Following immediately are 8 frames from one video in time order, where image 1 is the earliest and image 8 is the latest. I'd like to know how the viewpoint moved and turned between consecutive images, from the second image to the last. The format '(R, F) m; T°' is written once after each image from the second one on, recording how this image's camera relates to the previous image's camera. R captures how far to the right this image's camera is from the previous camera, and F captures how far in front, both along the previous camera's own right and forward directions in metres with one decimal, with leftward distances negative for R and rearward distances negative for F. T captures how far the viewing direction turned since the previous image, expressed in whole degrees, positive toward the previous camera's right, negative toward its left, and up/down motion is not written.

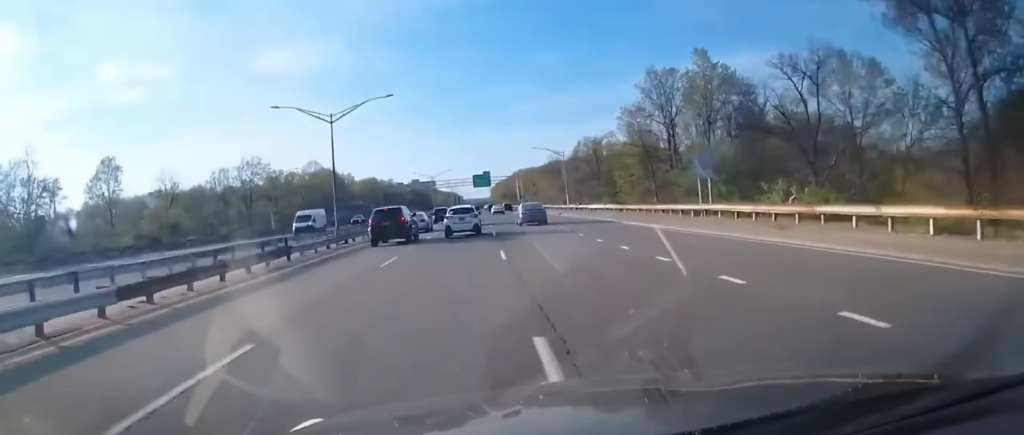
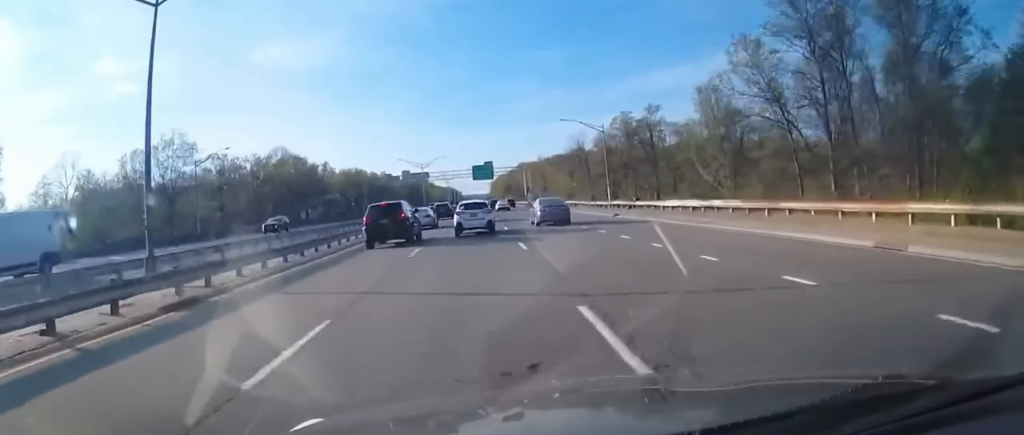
(+0.3, +23.7) m; 0°
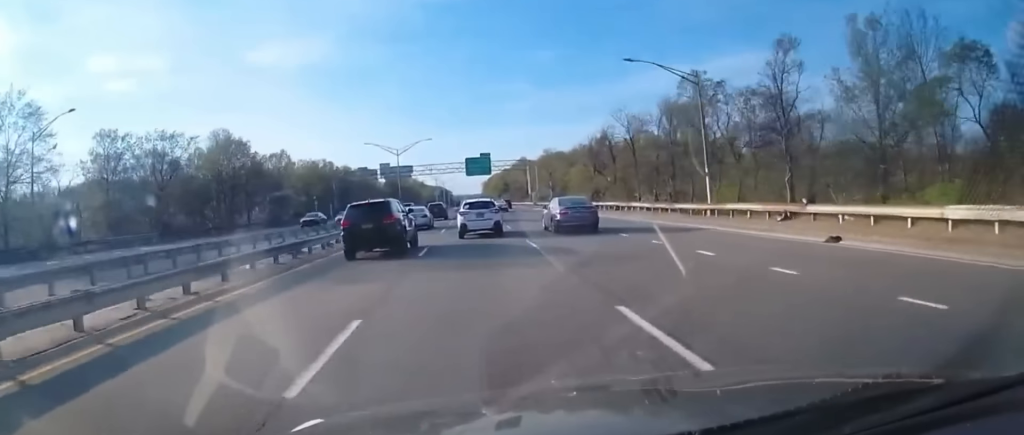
(-0.2, +25.6) m; 0°
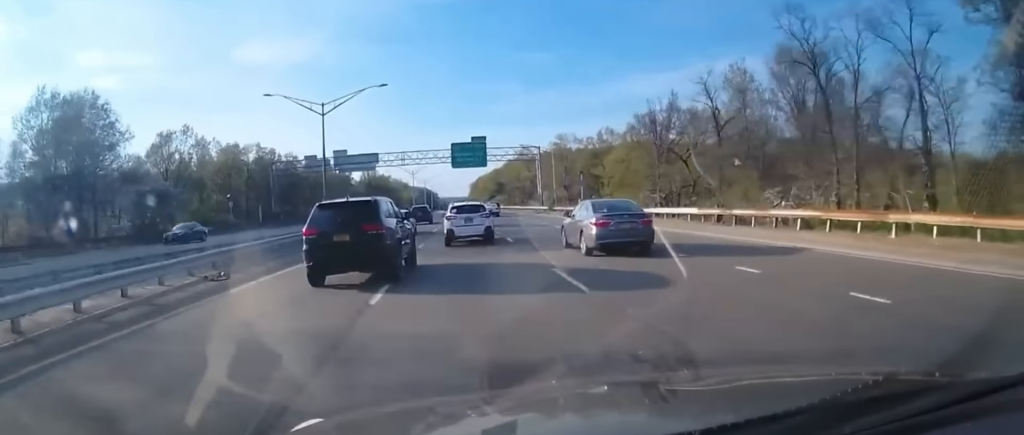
(+0.3, +33.2) m; +2°
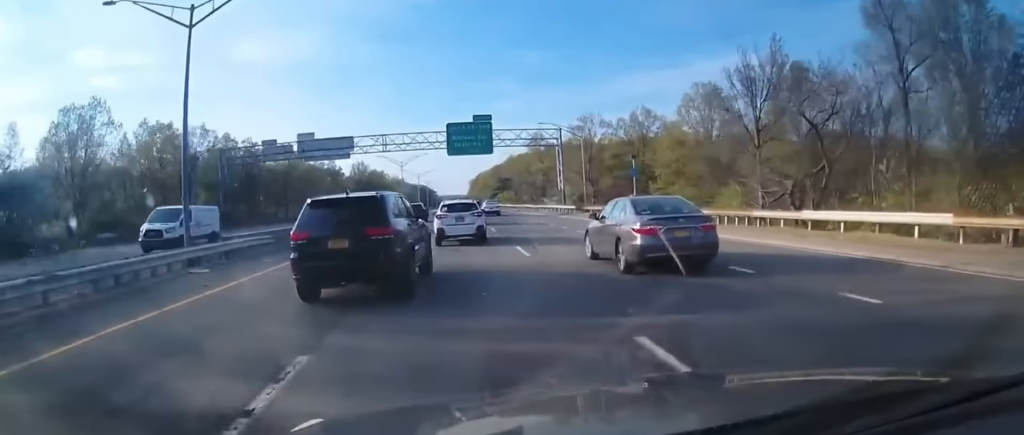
(+0.2, +19.4) m; +1°
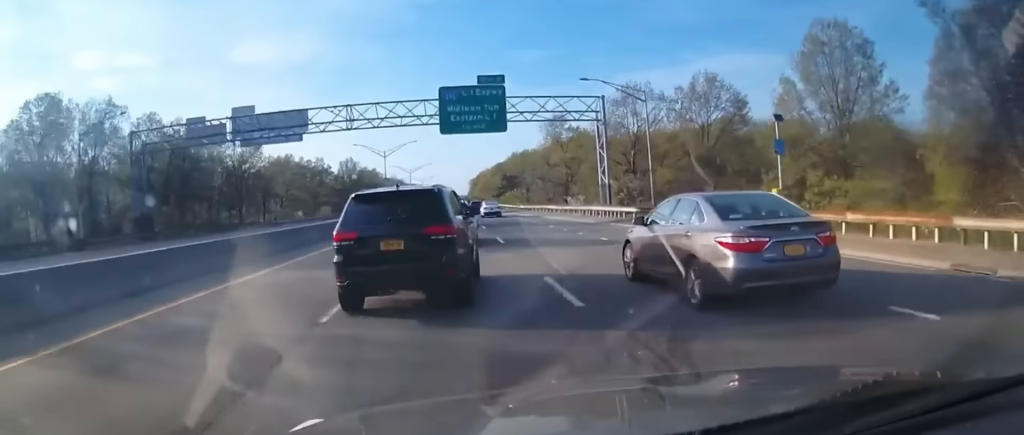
(+0.5, +20.7) m; 0°
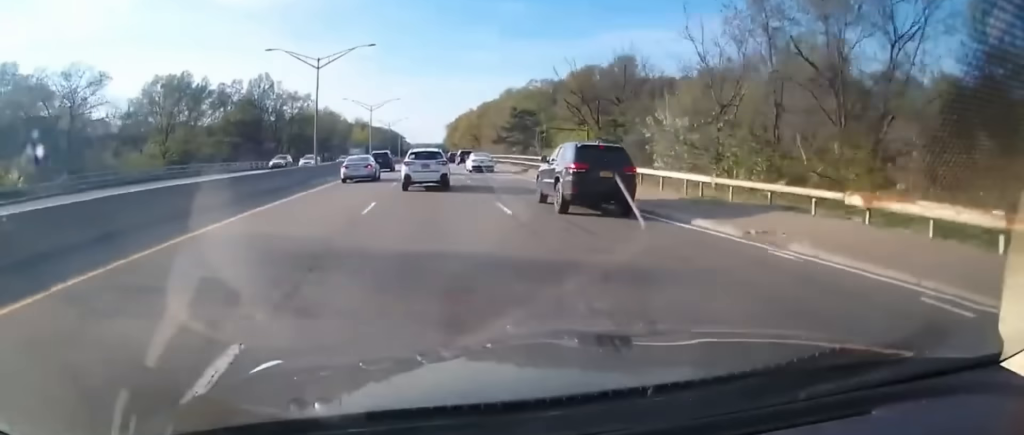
(-3.0, +70.5) m; -2°
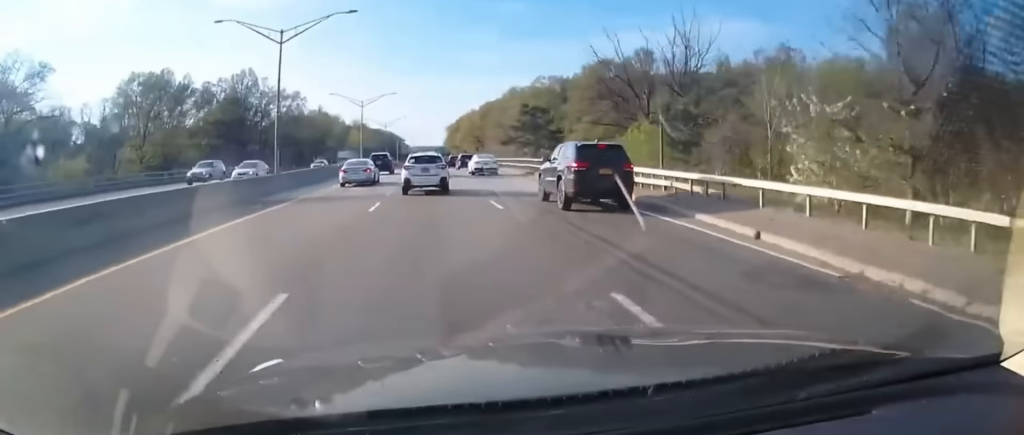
(+0.1, +10.8) m; 0°
